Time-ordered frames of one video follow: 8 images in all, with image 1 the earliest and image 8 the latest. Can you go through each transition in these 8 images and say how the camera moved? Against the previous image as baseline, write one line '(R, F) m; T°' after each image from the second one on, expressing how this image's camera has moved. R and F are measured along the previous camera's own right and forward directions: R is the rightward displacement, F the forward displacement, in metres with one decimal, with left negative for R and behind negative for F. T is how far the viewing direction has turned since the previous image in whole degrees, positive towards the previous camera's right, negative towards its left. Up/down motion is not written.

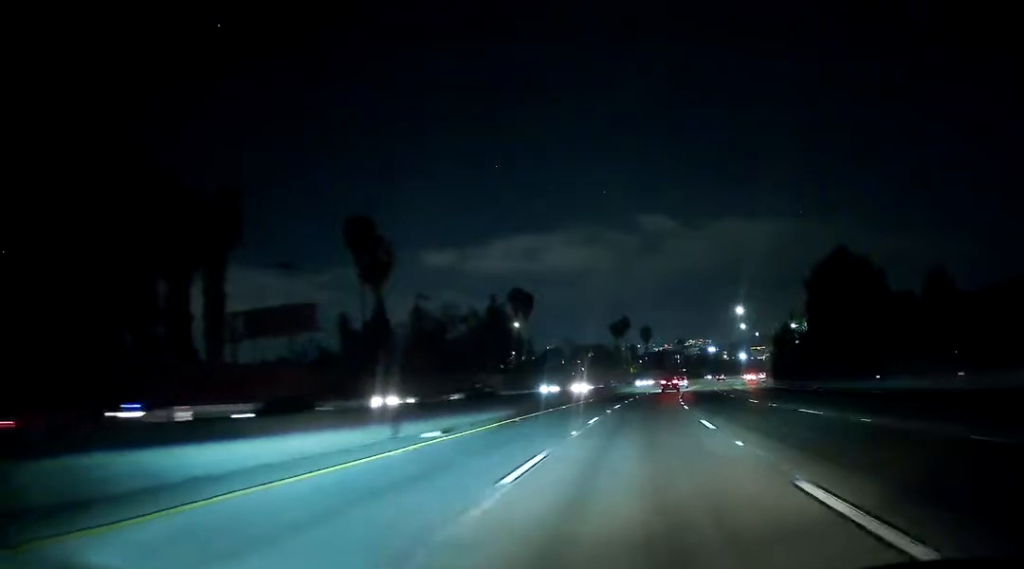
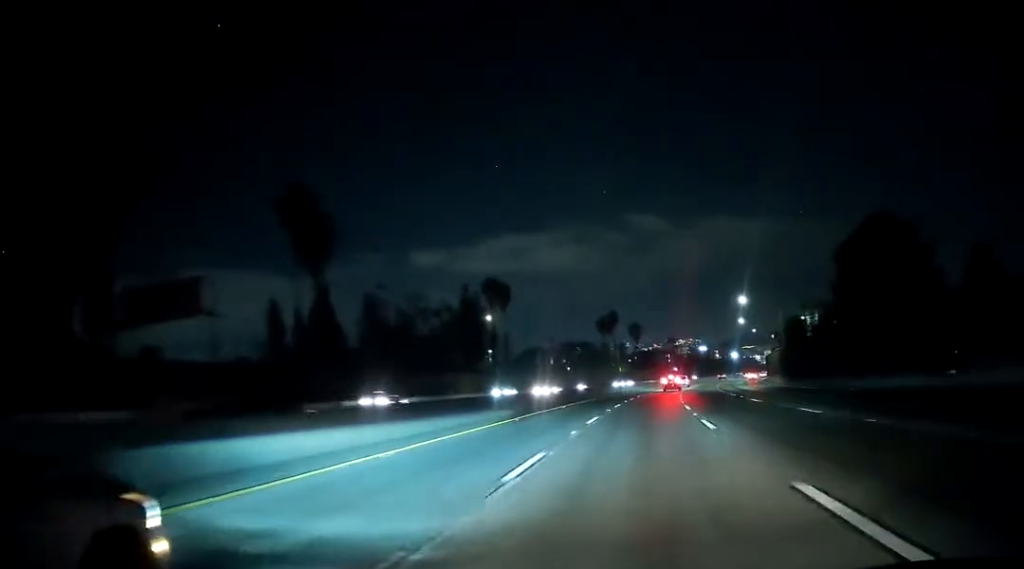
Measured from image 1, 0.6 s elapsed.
(+0.1, +13.9) m; +1°
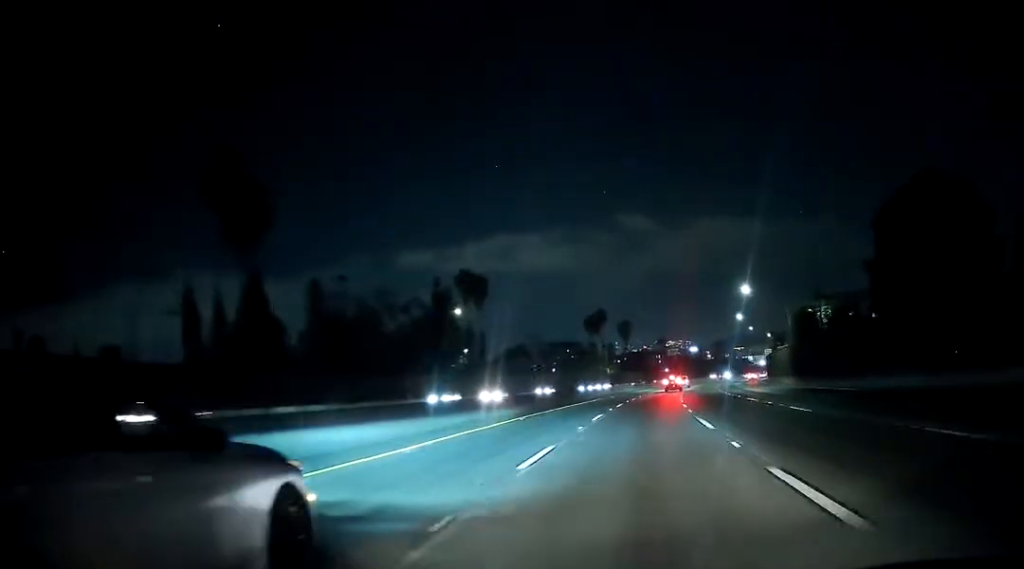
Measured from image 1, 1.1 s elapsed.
(0.0, +13.1) m; +1°
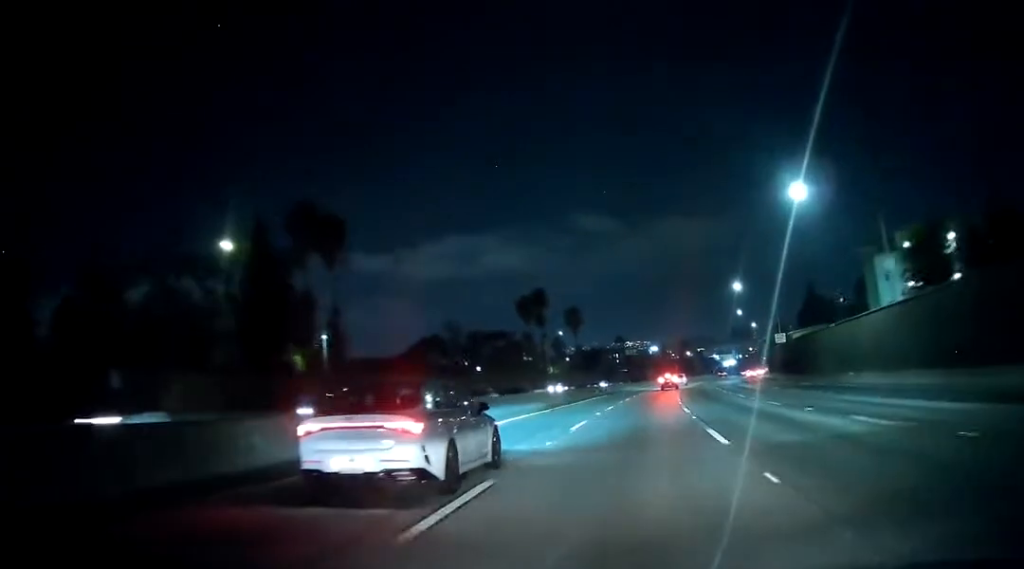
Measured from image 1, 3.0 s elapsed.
(+1.3, +46.5) m; +2°
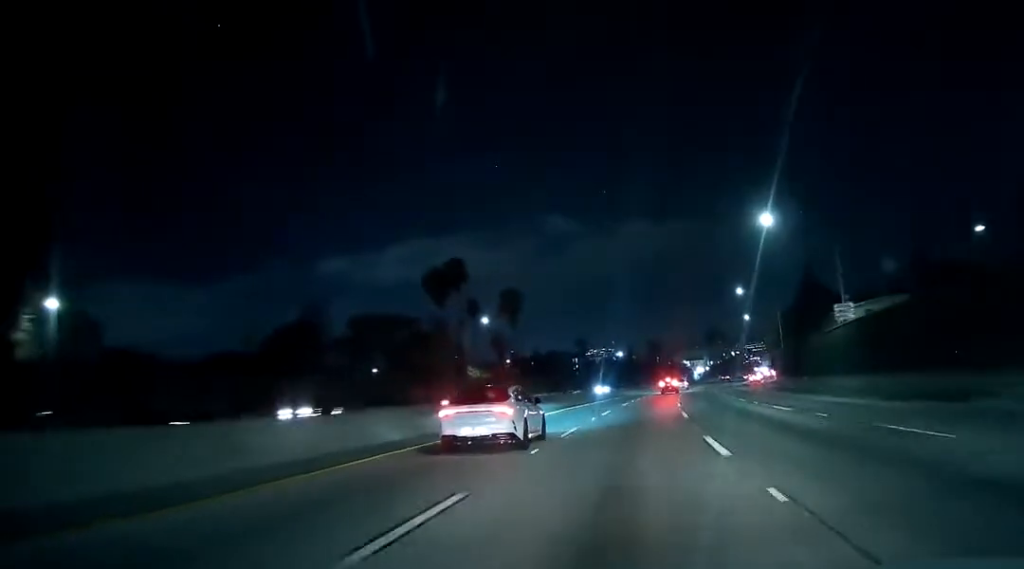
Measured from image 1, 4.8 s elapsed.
(+0.5, +39.1) m; +2°
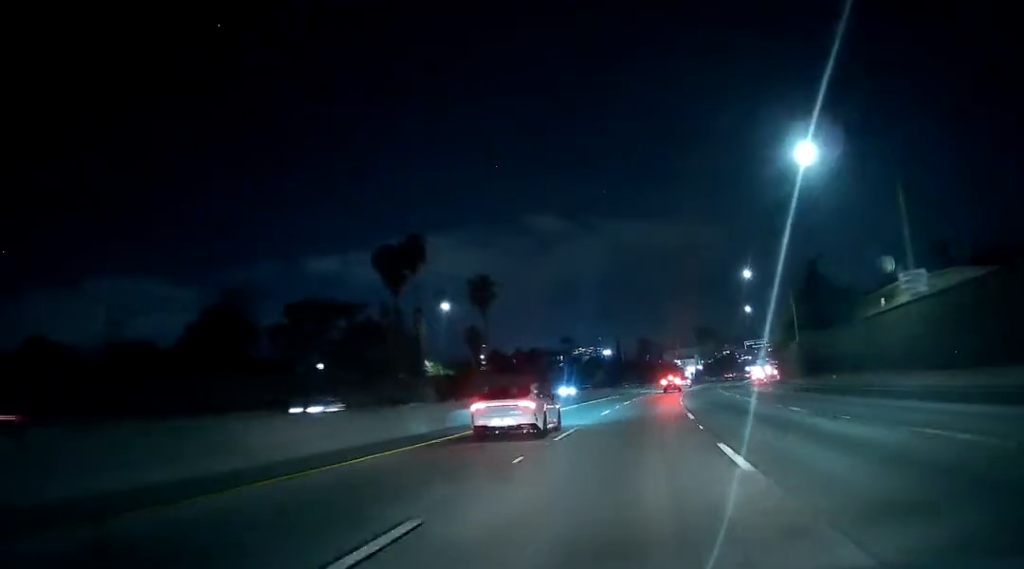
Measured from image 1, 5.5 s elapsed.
(+0.1, +13.9) m; +1°
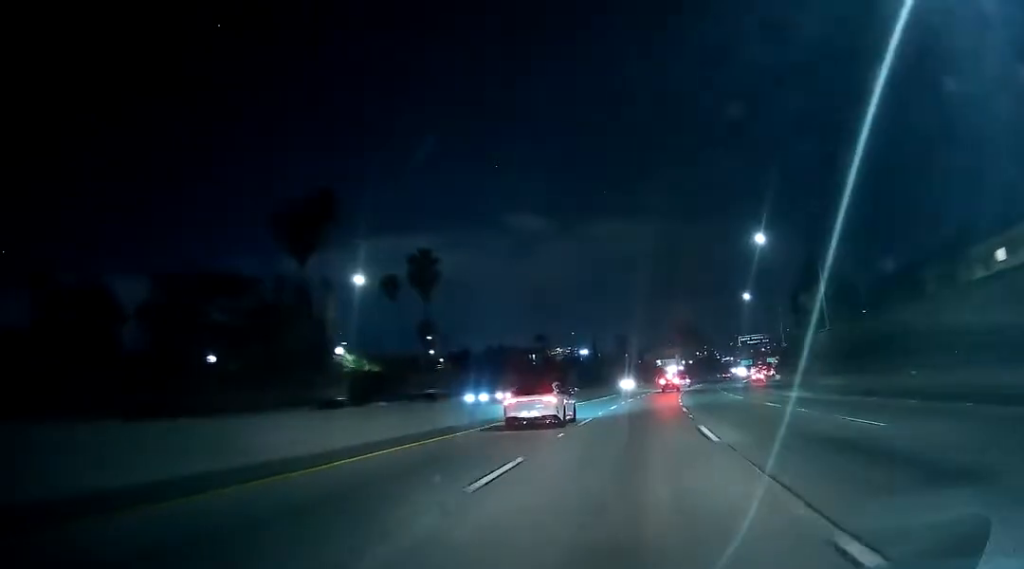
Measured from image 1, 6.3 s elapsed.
(+0.3, +18.6) m; +2°
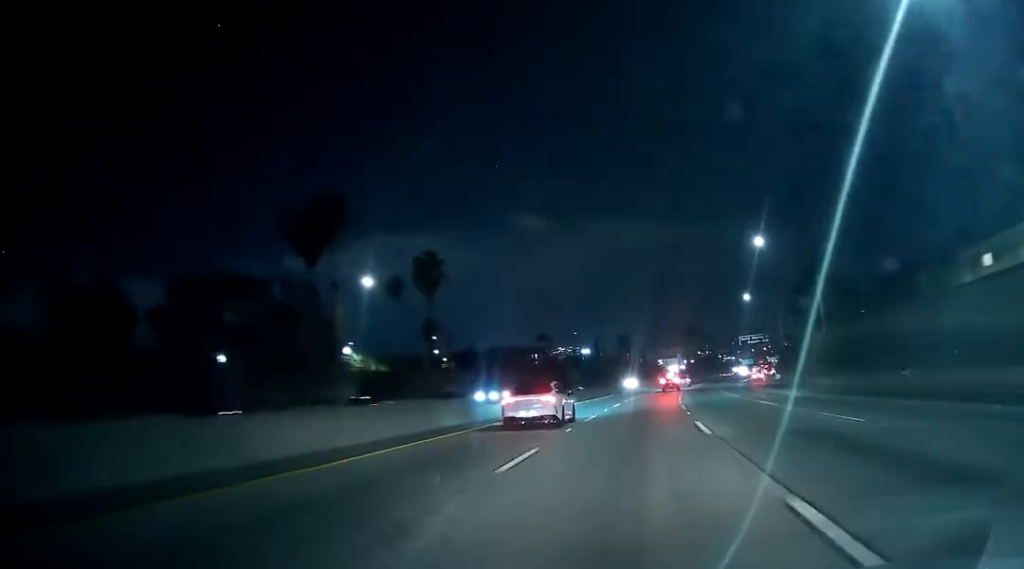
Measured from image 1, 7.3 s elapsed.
(+0.4, +21.7) m; +2°
